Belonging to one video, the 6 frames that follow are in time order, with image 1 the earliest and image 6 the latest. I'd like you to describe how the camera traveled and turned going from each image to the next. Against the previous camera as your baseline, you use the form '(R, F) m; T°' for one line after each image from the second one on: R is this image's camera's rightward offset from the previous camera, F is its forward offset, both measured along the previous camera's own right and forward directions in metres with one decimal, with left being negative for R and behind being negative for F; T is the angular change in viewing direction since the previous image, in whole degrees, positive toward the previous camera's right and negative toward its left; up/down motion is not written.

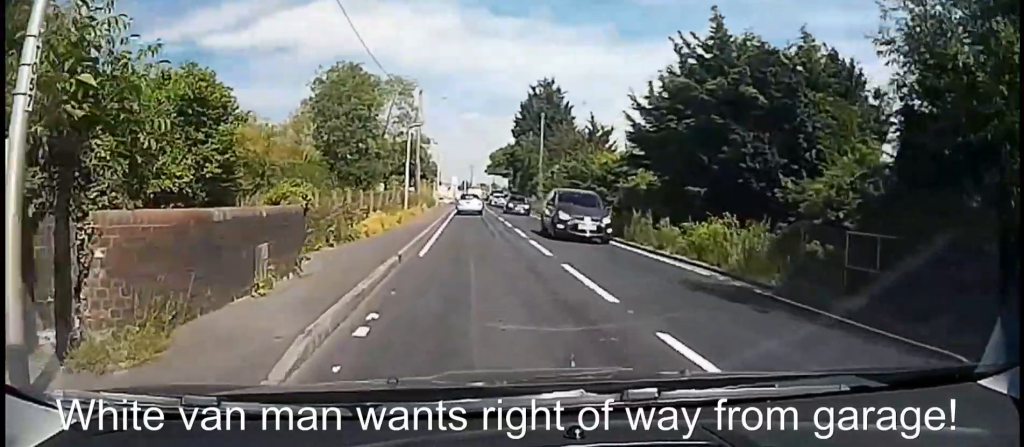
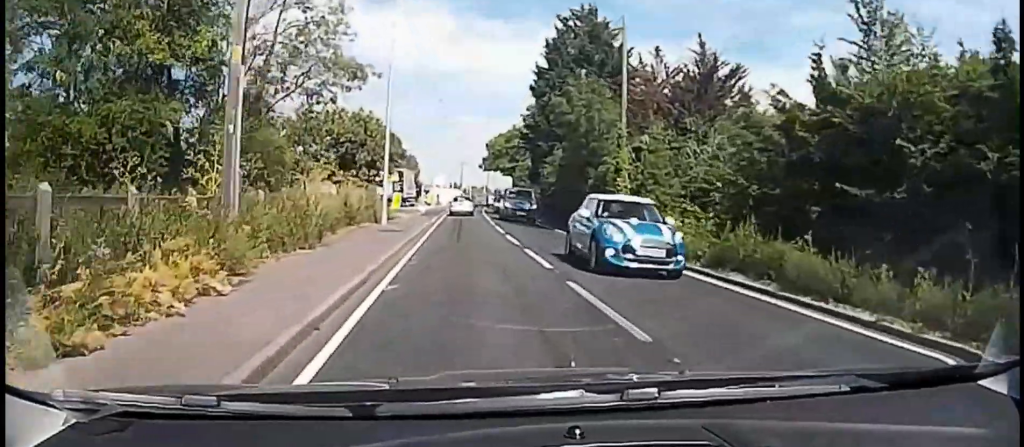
(+0.1, +32.3) m; +1°
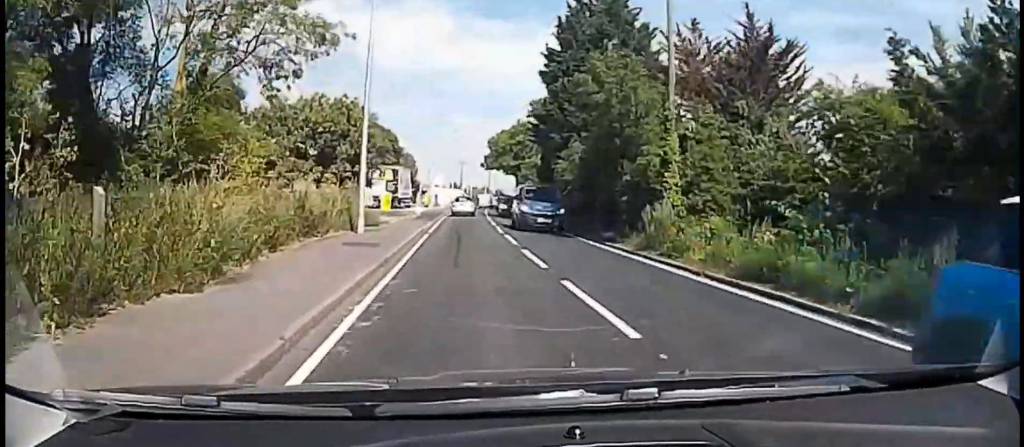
(-0.1, +5.7) m; +1°
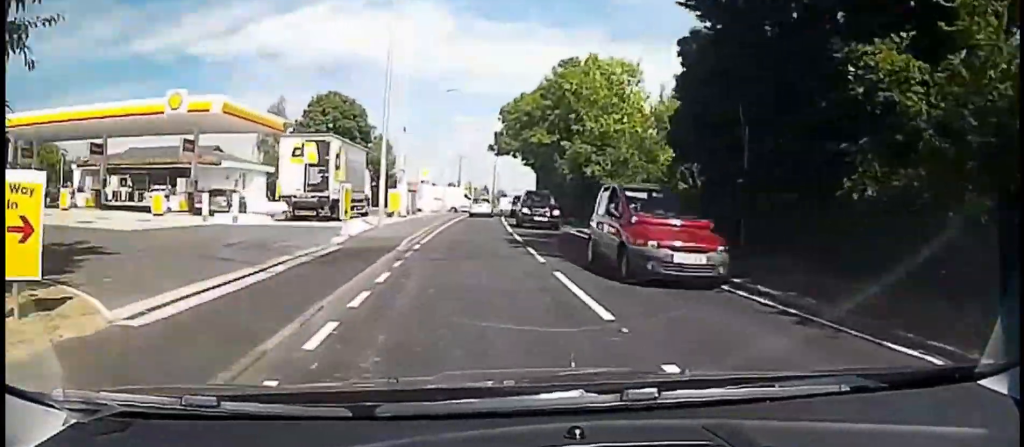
(0.0, +29.3) m; -1°
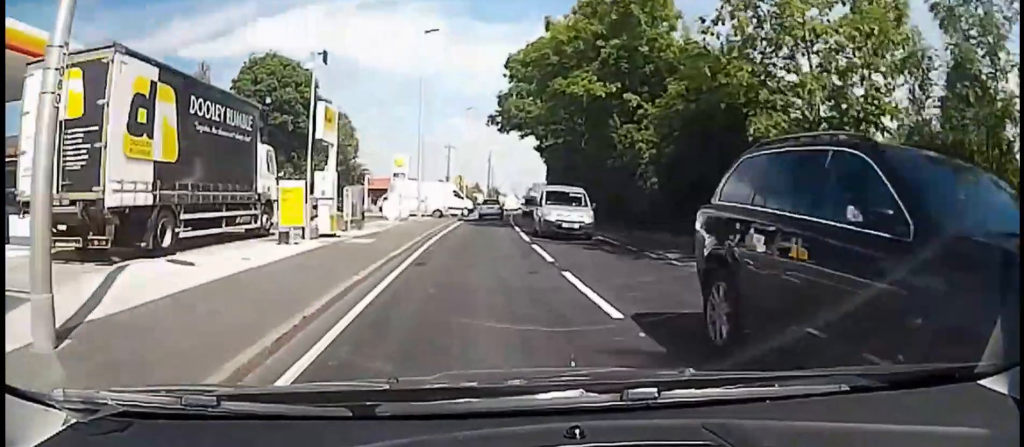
(+0.3, +17.8) m; +3°
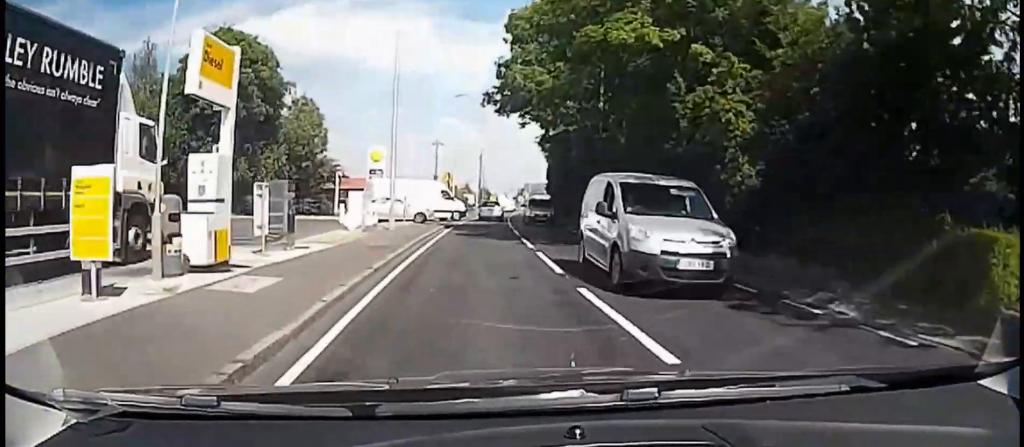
(+0.2, +7.7) m; +1°
